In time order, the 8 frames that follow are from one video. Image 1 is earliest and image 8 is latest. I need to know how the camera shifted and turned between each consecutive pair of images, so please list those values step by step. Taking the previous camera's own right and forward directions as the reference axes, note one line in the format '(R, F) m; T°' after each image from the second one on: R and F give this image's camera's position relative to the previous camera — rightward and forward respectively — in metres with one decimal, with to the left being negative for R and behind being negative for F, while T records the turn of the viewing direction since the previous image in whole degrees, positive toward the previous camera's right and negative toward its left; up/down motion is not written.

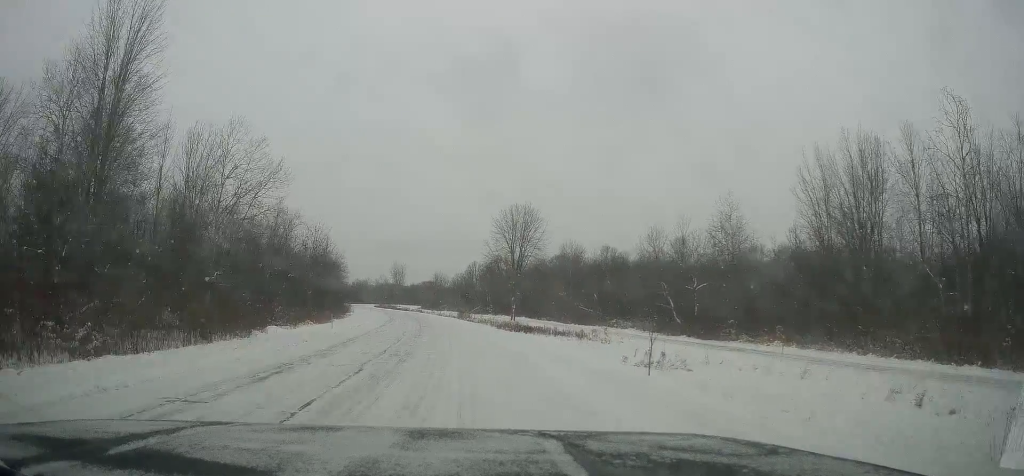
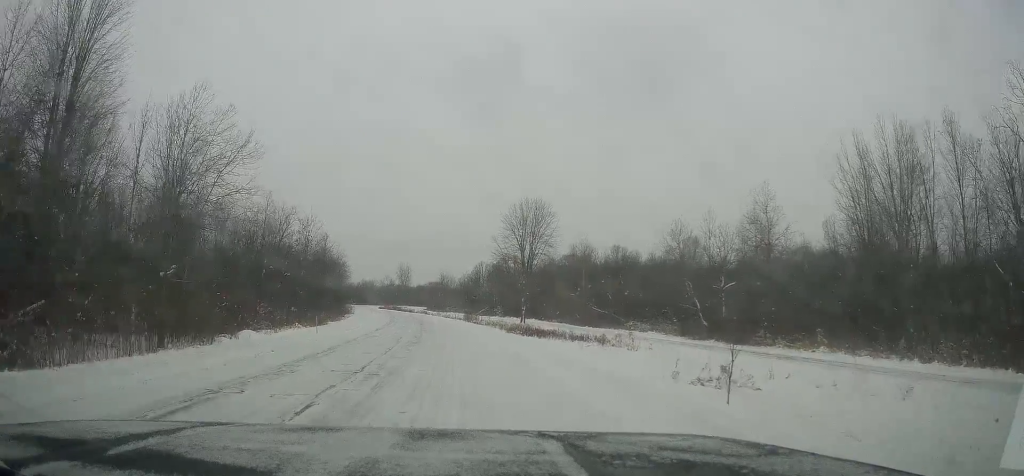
(0.0, +5.2) m; 0°
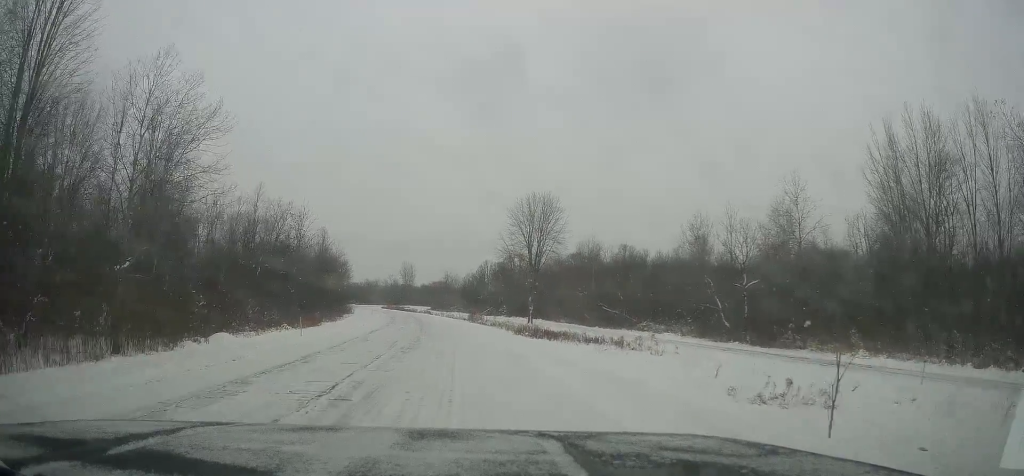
(-0.1, +3.8) m; 0°
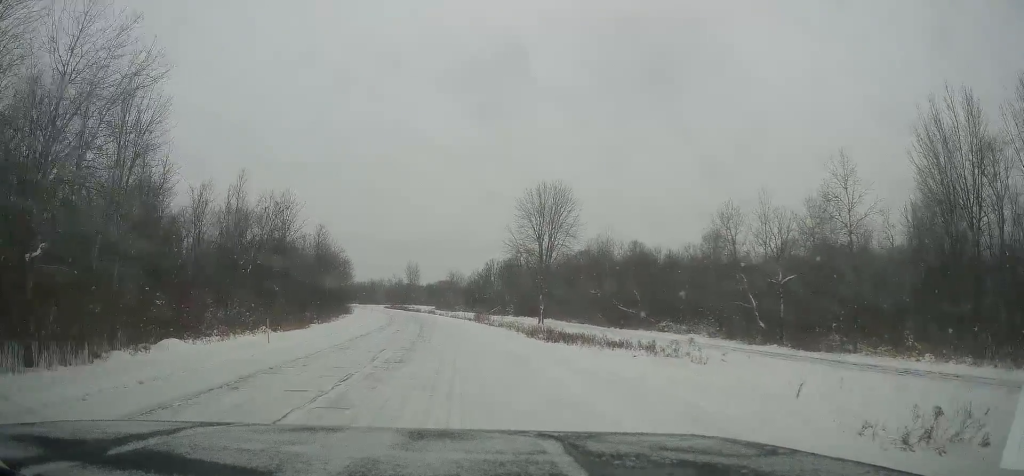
(+0.2, +5.4) m; 0°
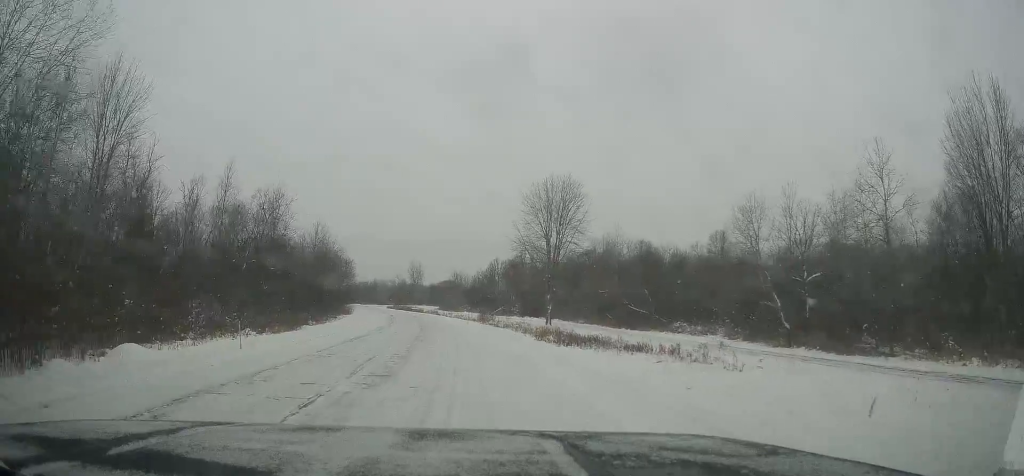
(0.0, +3.2) m; 0°
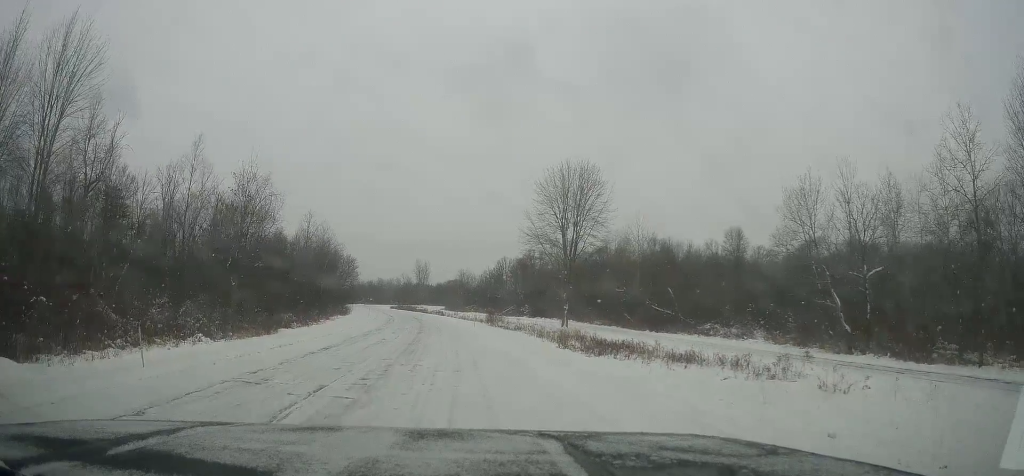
(-0.1, +6.6) m; 0°
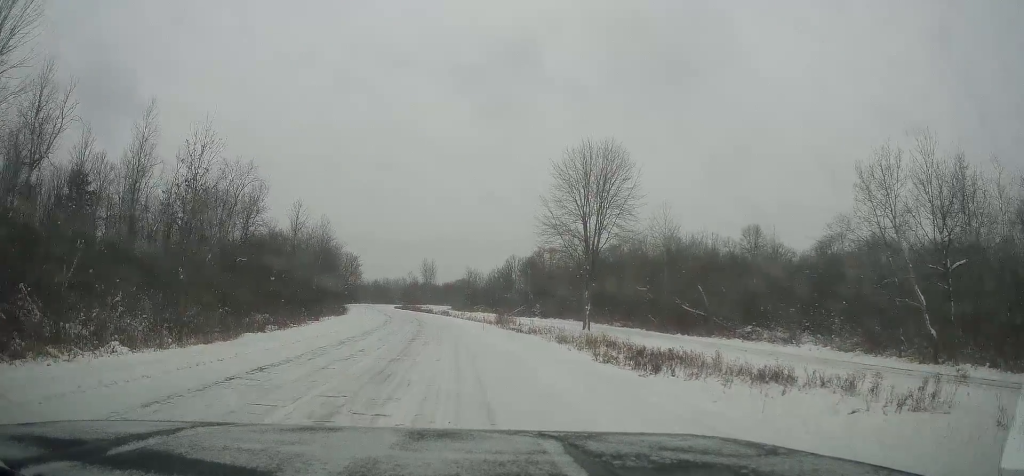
(0.0, +7.3) m; -2°
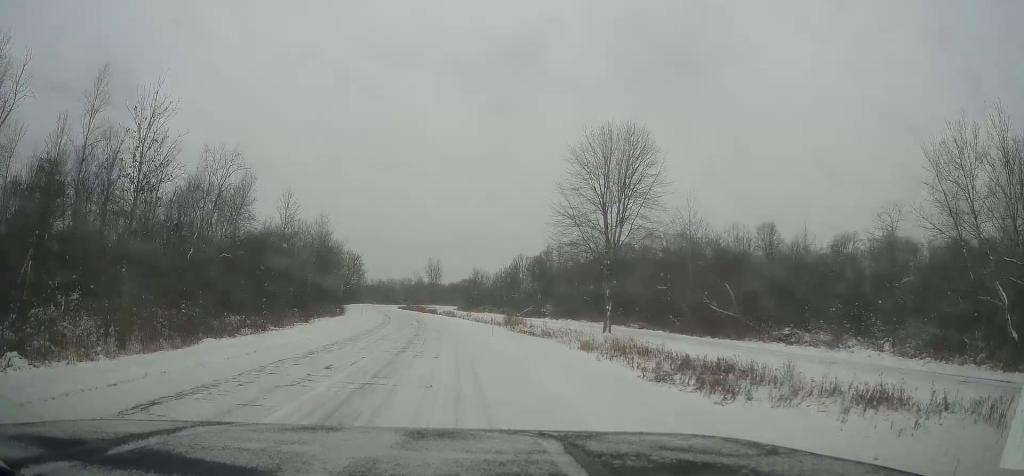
(-0.2, +5.6) m; -3°
